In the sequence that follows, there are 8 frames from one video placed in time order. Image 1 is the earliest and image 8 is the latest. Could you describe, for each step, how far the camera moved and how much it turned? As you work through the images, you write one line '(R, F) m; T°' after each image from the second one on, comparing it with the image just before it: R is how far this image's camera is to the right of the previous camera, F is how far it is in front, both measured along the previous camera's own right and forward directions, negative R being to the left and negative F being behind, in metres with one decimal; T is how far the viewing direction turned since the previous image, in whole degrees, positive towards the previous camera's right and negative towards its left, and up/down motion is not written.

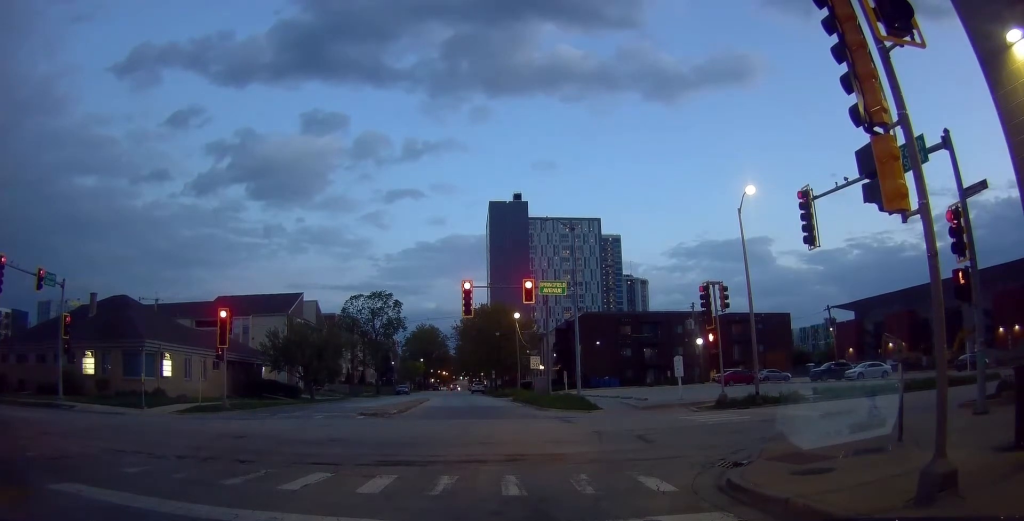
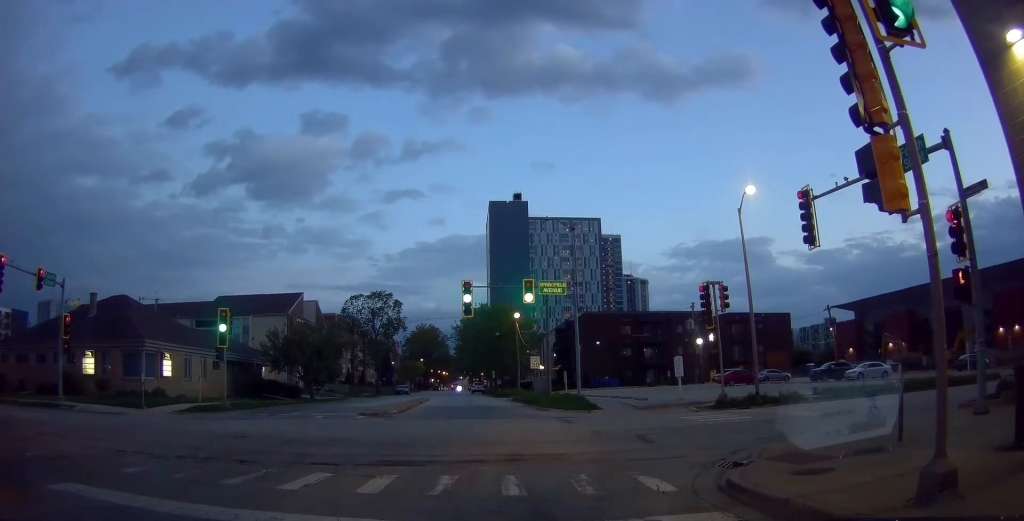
(0.0, 0.0) m; 0°
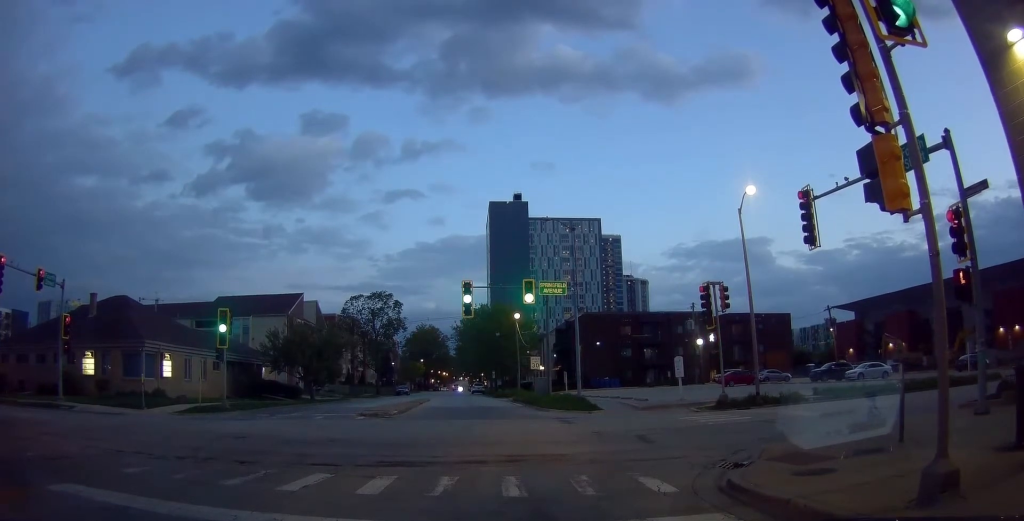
(0.0, 0.0) m; 0°
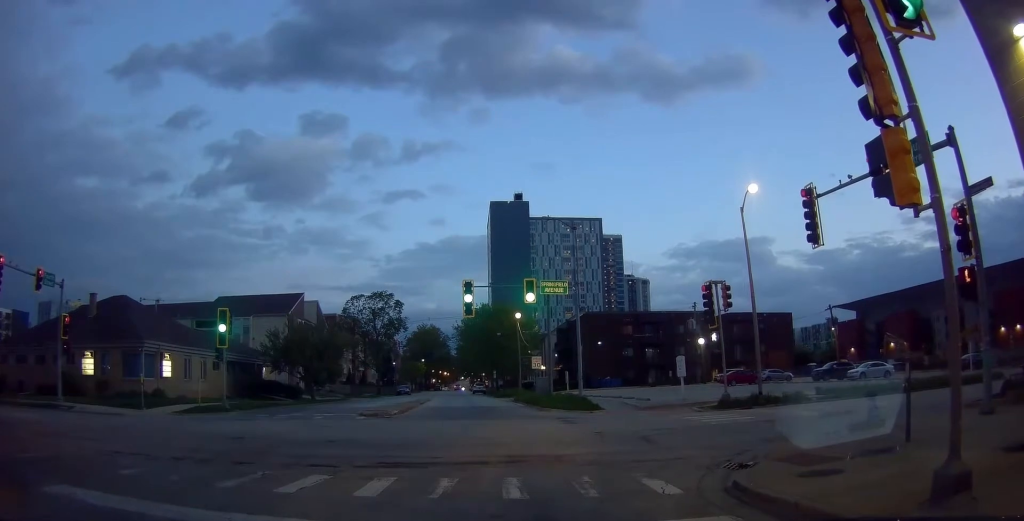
(0.0, 0.0) m; 0°
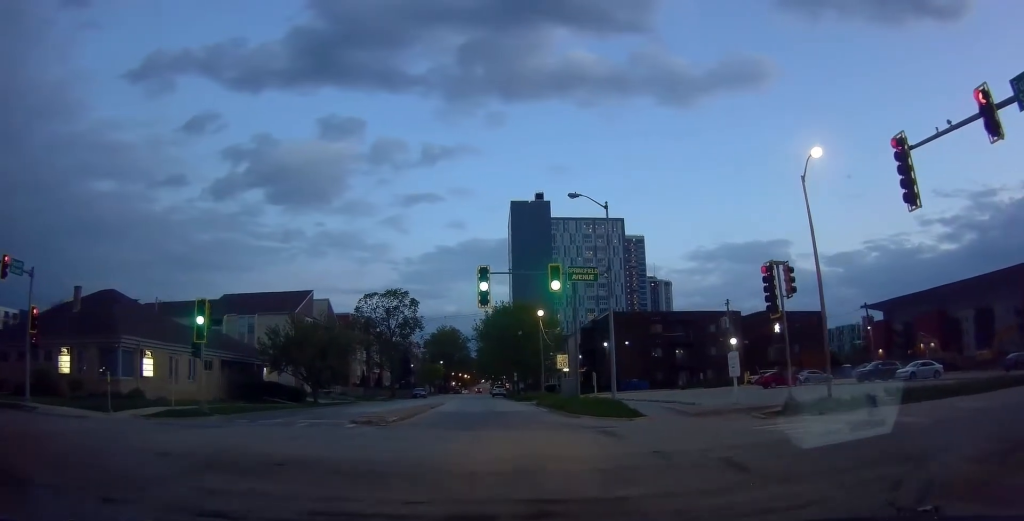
(-0.2, +1.4) m; -4°
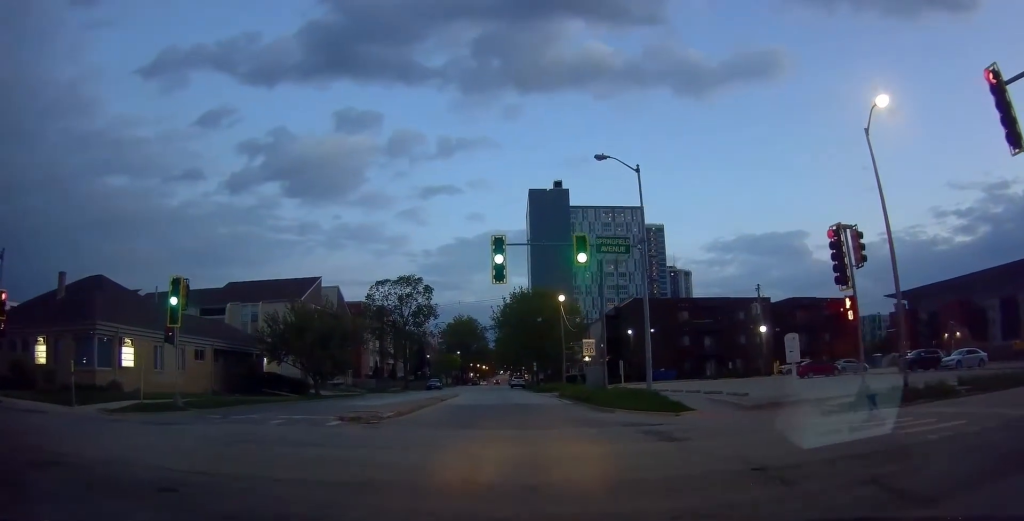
(-0.1, +1.8) m; -4°
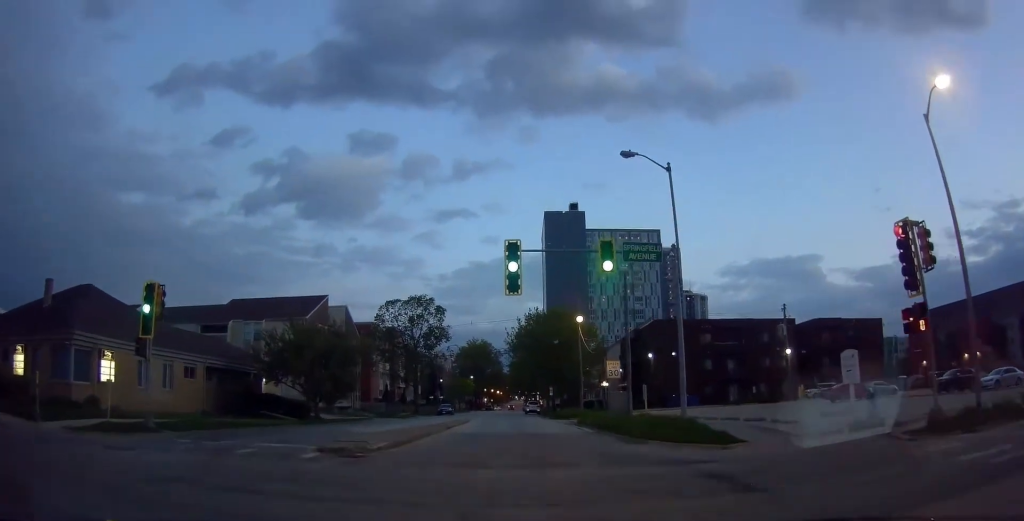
(0.0, +1.9) m; 0°
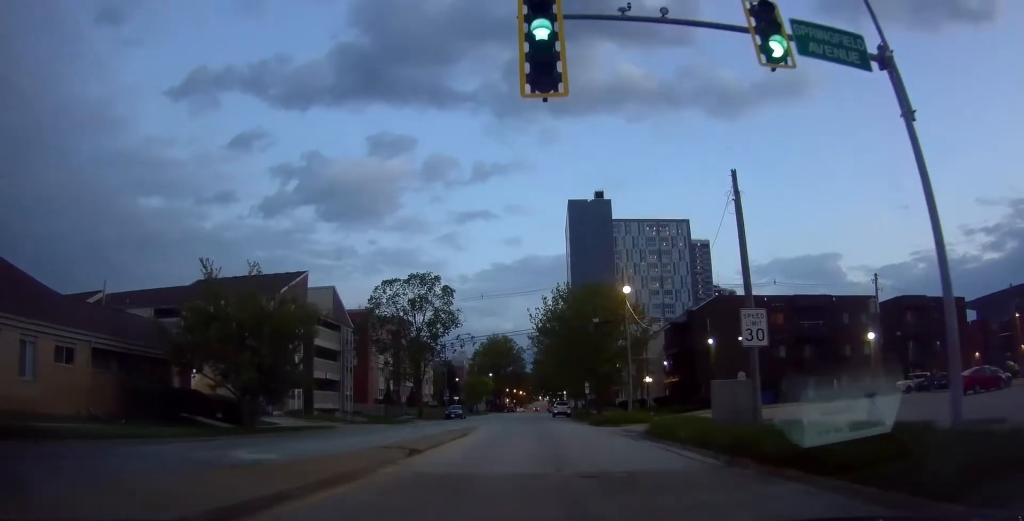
(-0.7, +12.6) m; -5°
